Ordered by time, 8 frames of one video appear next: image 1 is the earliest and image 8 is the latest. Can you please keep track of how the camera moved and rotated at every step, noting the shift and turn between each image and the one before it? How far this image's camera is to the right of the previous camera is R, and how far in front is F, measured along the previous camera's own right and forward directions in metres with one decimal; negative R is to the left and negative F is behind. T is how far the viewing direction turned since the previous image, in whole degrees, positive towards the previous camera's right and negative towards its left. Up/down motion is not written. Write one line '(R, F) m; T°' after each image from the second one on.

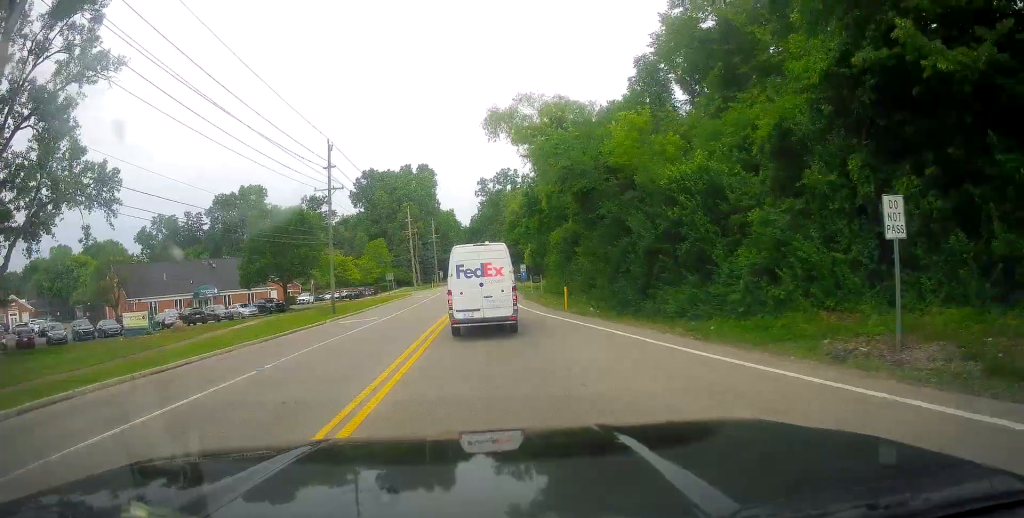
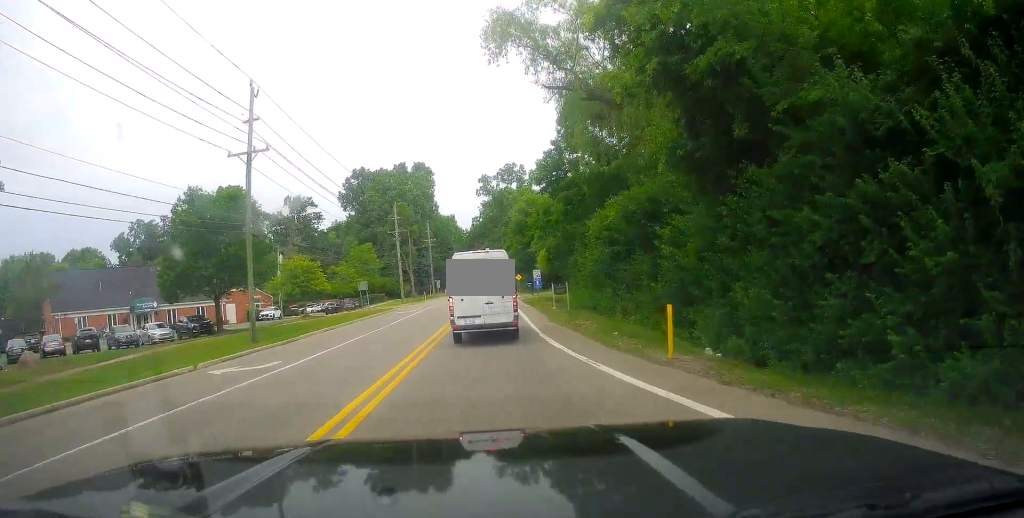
(-0.8, +16.2) m; 0°
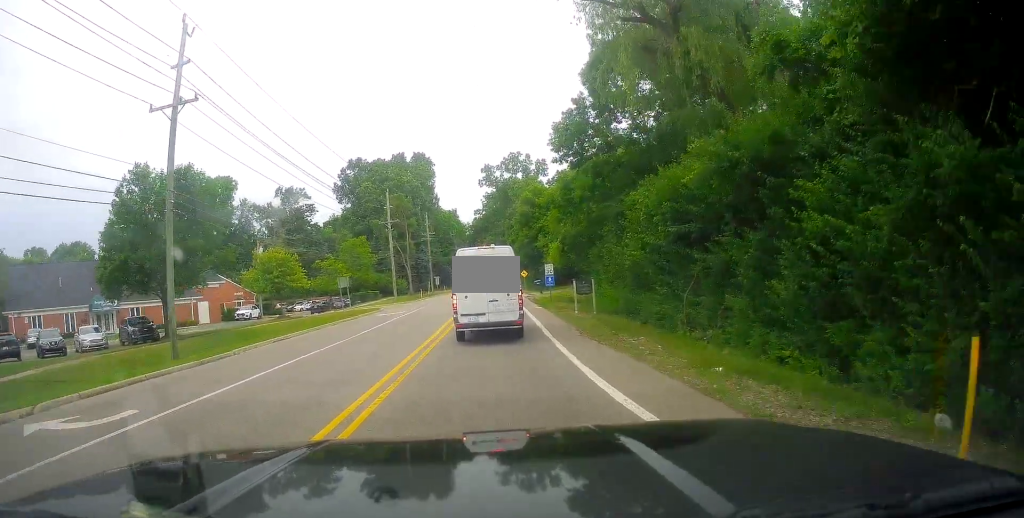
(+0.5, +8.0) m; +2°
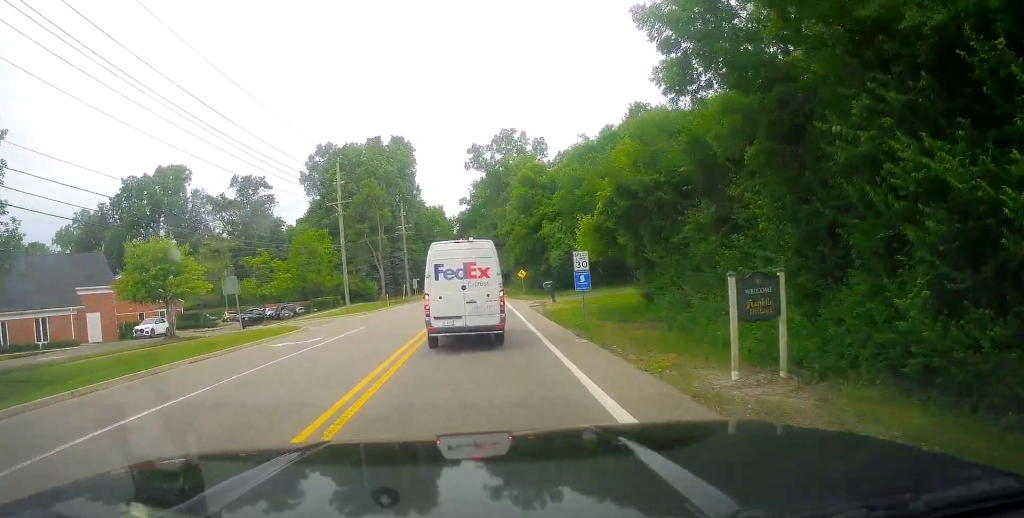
(+0.2, +19.9) m; -1°
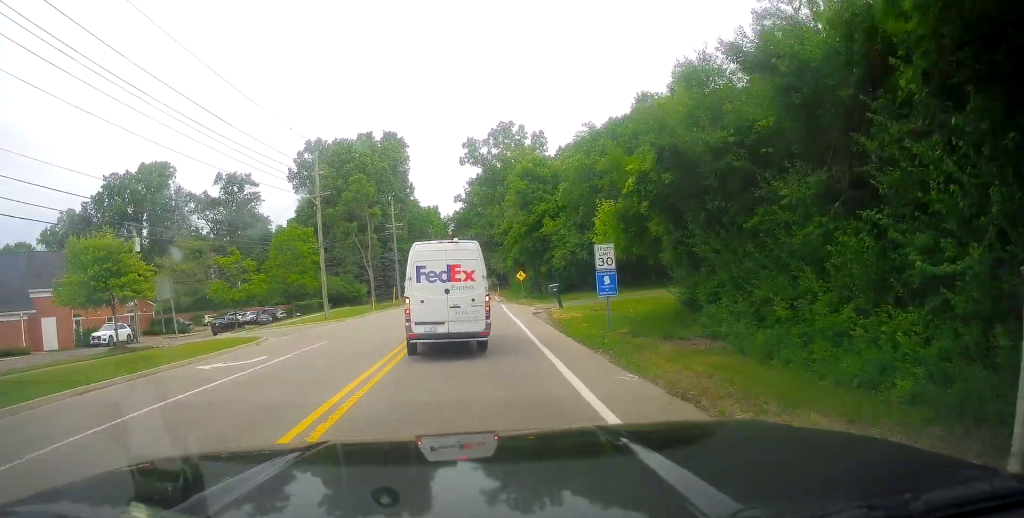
(-0.2, +6.2) m; 0°
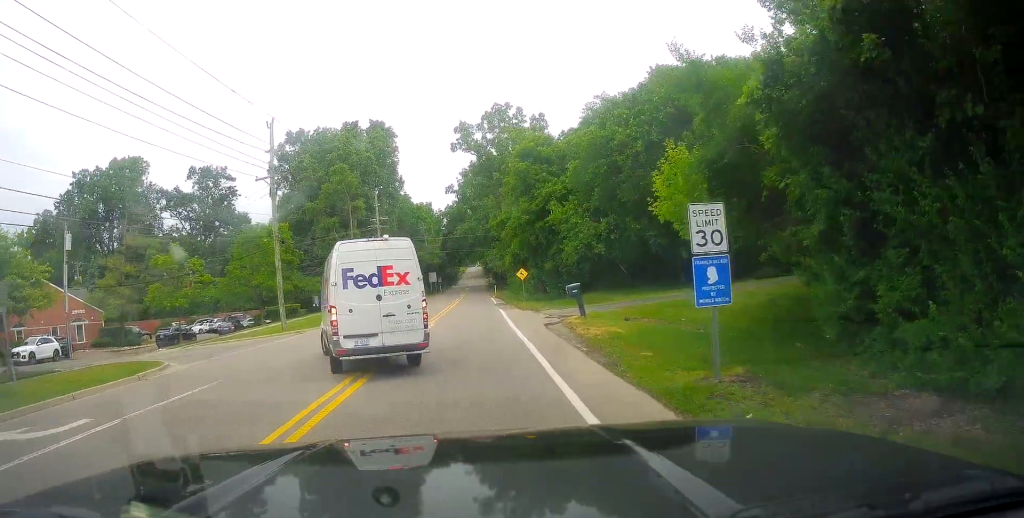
(+0.2, +9.4) m; +2°
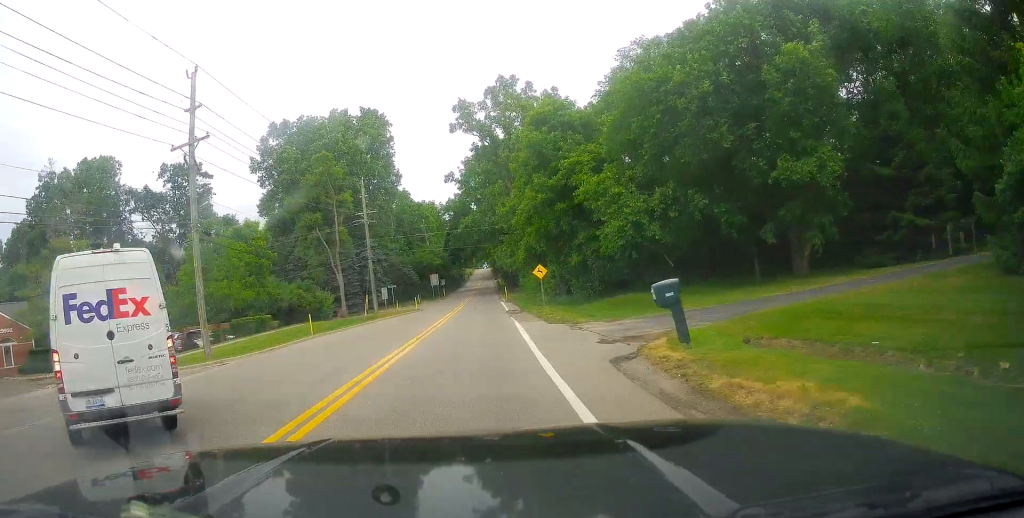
(+0.1, +11.1) m; 0°
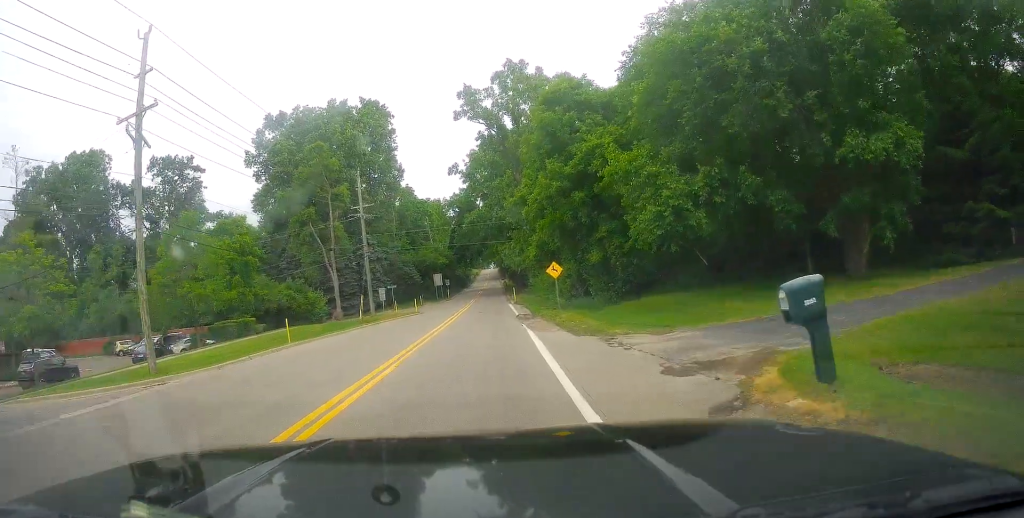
(0.0, +4.8) m; 0°
